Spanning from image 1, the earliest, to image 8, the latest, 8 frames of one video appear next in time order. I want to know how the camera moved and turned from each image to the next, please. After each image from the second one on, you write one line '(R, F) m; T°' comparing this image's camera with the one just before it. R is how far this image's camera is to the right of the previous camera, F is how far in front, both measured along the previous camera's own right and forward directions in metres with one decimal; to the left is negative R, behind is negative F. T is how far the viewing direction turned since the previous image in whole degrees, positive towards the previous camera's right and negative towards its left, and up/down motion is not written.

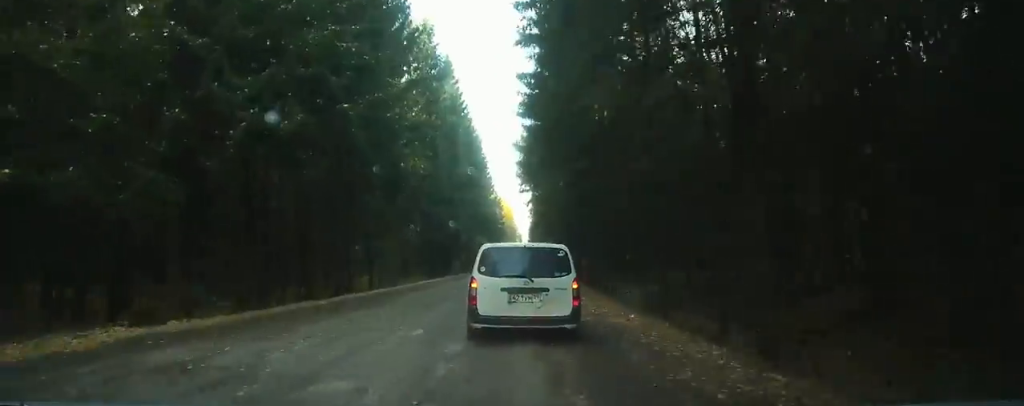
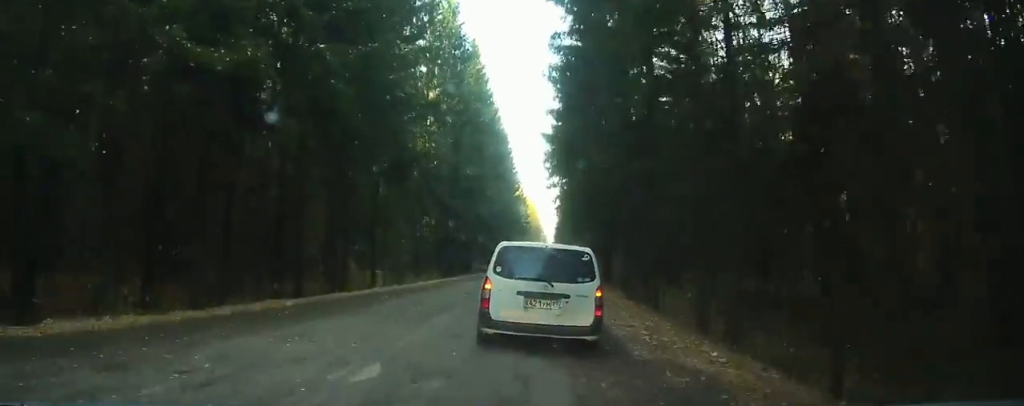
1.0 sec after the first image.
(0.0, +3.9) m; -1°
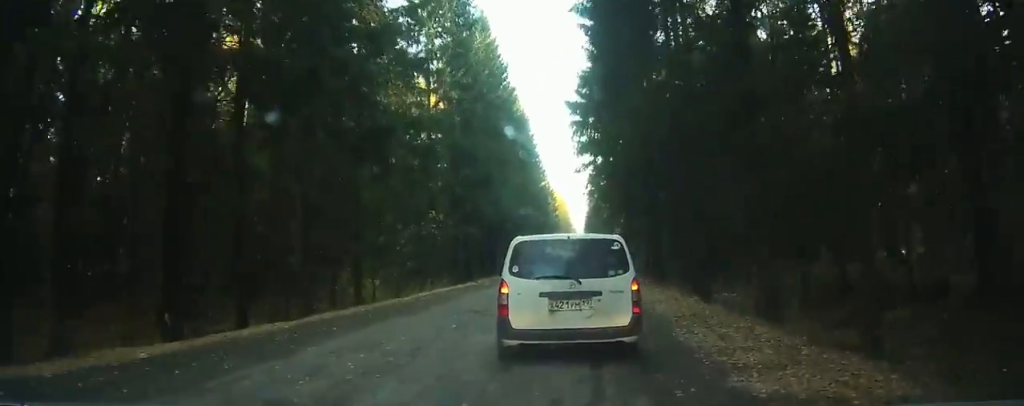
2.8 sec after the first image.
(-0.1, +6.6) m; 0°
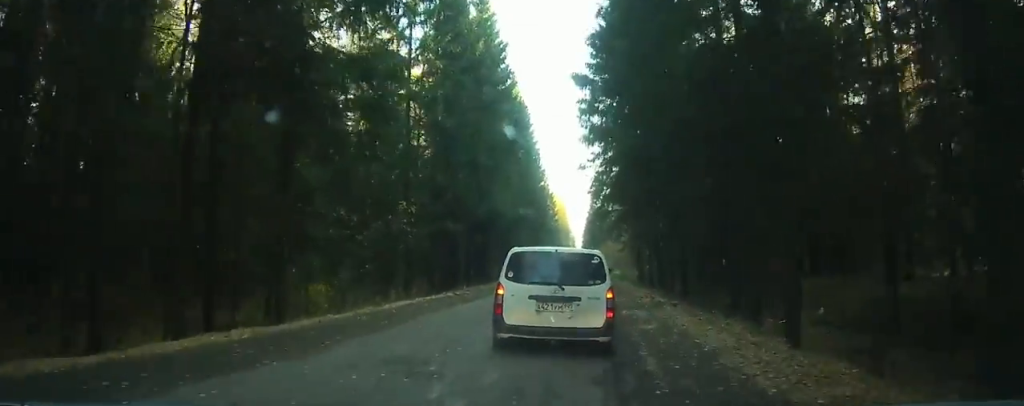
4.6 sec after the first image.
(0.0, +6.2) m; 0°
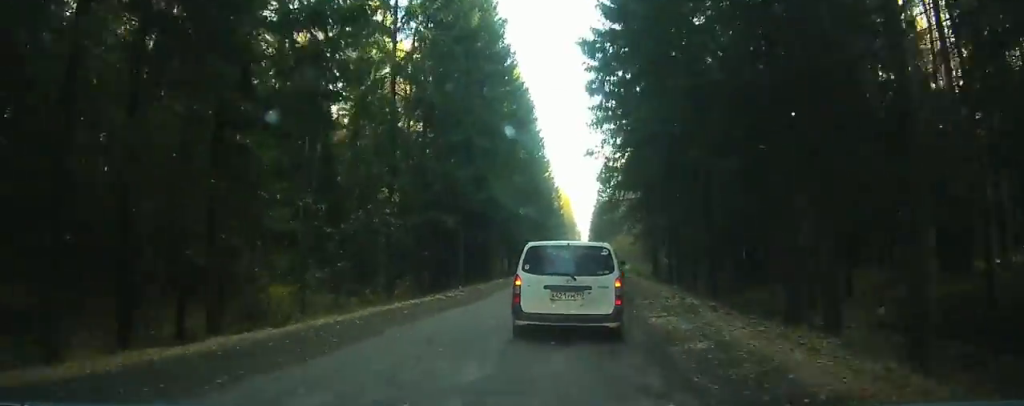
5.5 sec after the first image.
(+0.1, +3.2) m; -2°
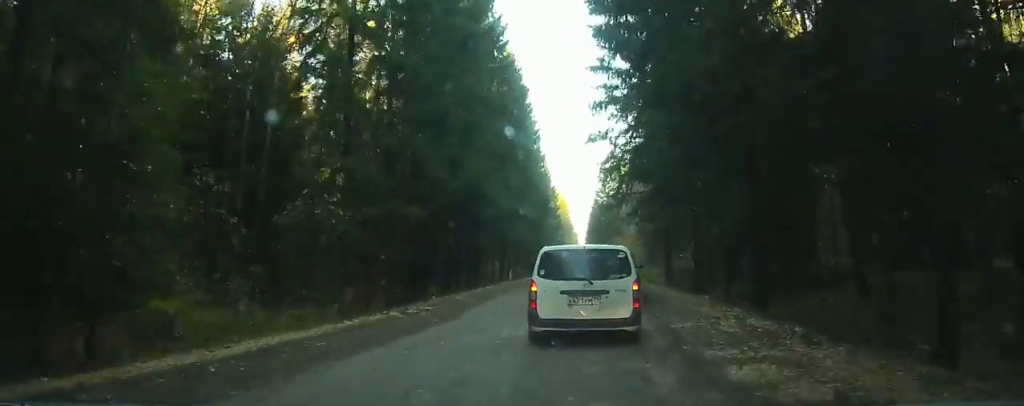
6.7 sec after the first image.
(0.0, +4.2) m; -3°
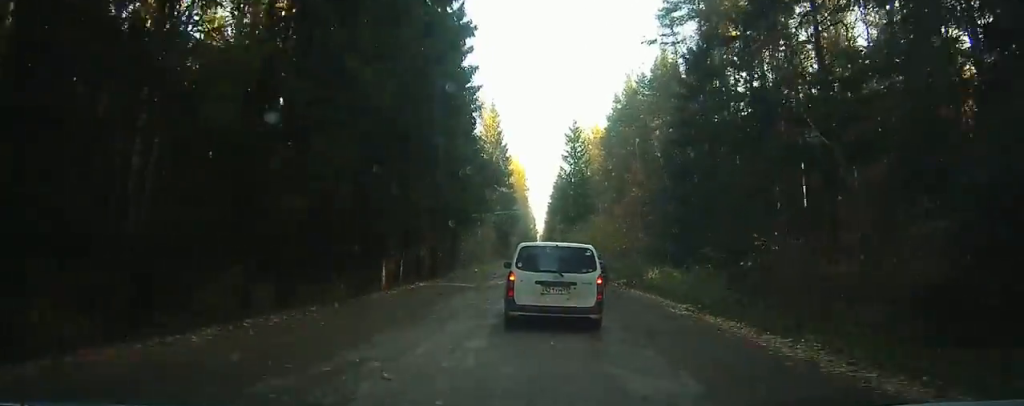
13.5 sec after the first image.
(-1.8, +29.4) m; -4°
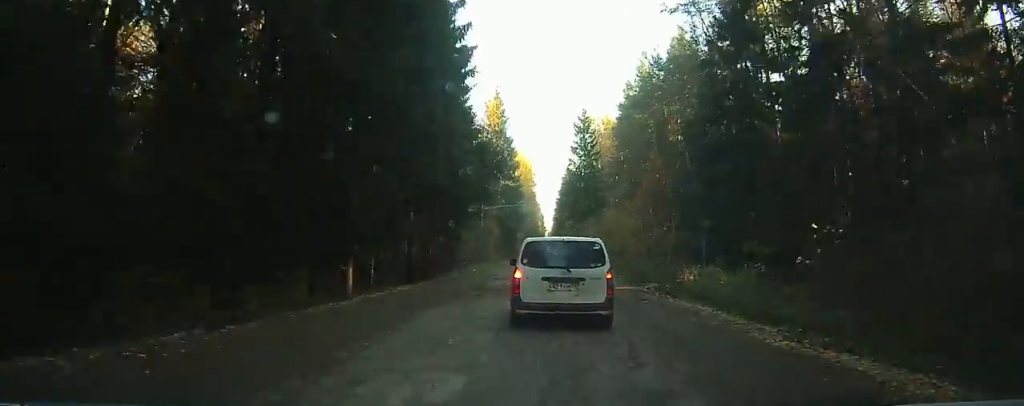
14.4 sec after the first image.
(0.0, +4.7) m; -2°
